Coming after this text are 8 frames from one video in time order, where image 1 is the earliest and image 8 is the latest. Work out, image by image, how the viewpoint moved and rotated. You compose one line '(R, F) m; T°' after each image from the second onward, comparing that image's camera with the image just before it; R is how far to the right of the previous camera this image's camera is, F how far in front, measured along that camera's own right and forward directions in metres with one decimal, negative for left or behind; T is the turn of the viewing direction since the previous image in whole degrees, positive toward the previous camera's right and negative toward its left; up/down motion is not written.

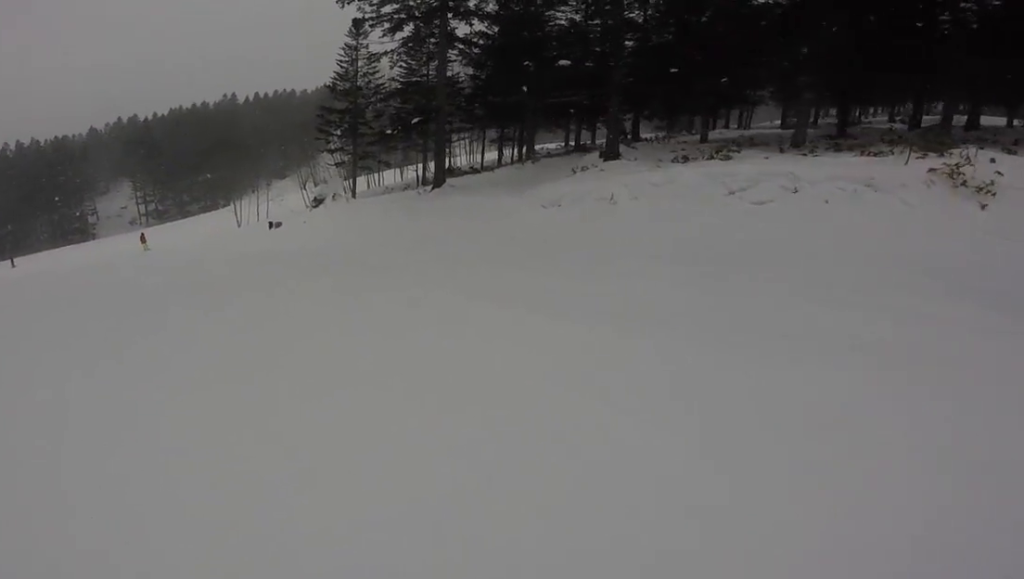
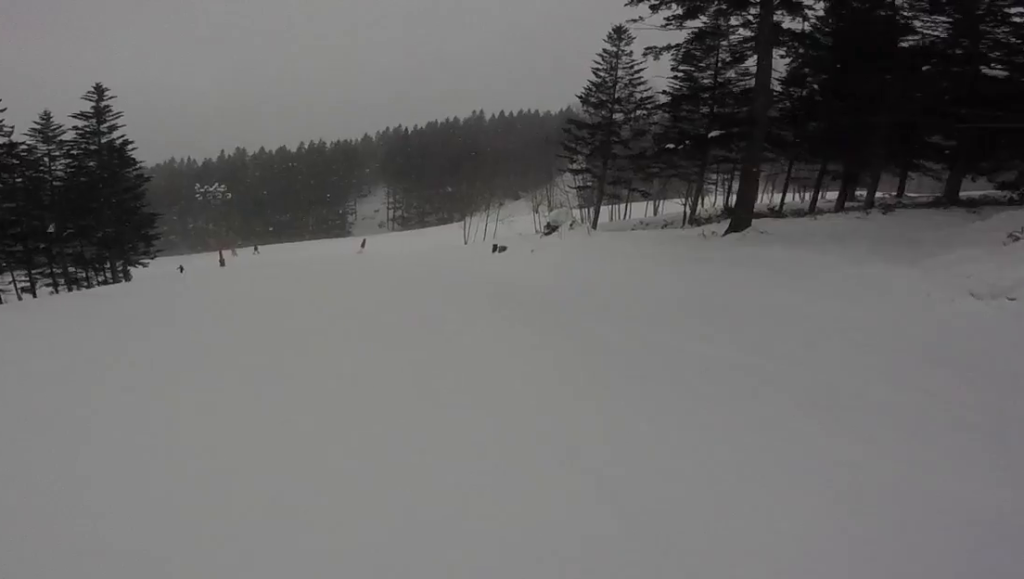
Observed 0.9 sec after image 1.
(-0.4, +3.8) m; -11°
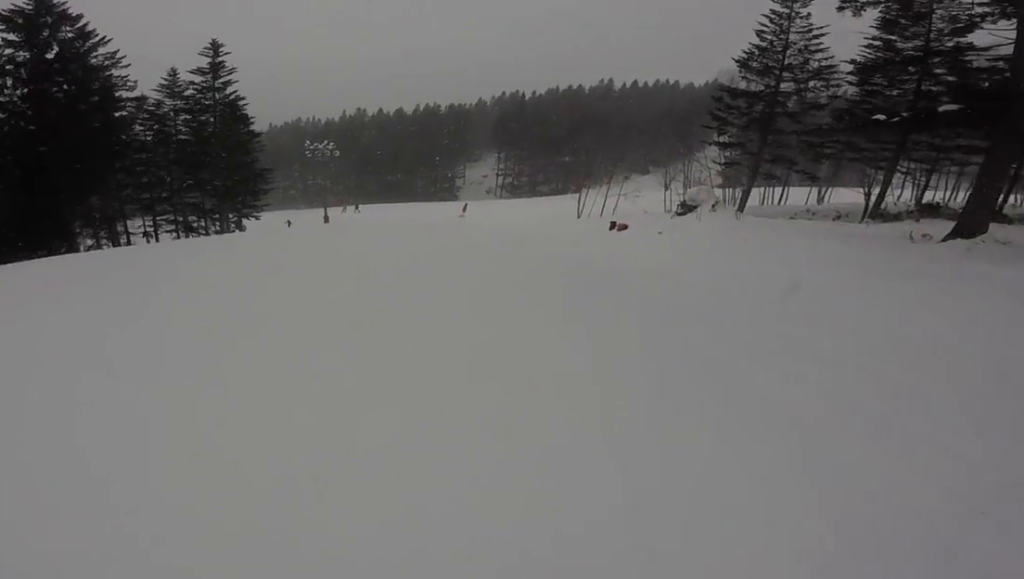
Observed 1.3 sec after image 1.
(-0.3, +2.0) m; -2°
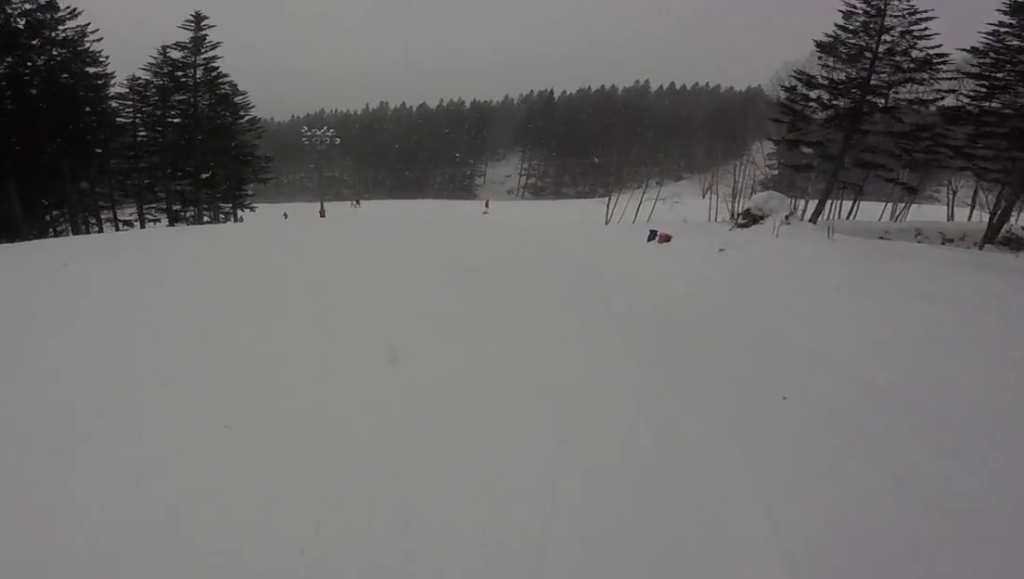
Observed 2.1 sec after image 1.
(0.0, +4.2) m; +5°
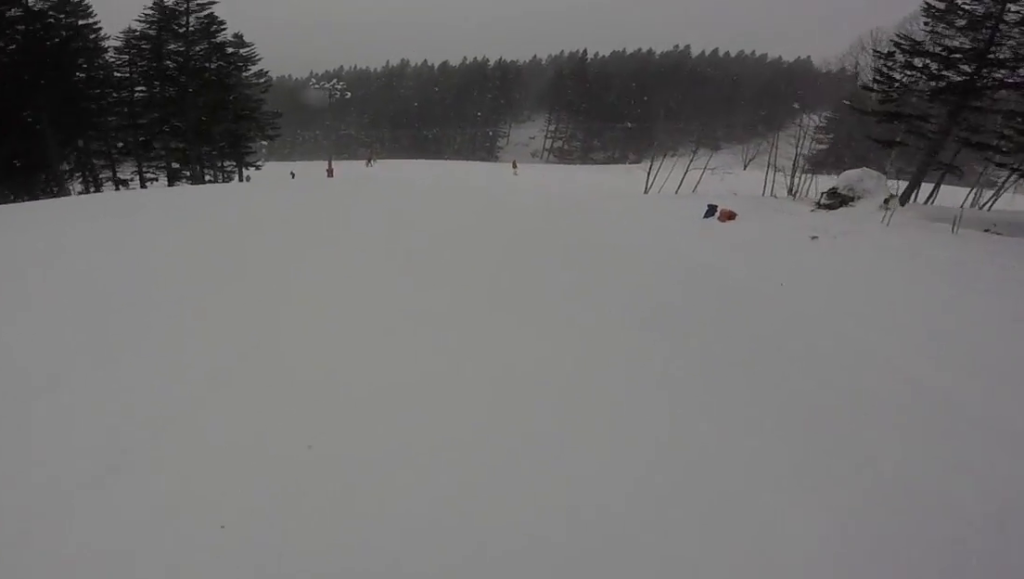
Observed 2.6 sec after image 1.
(-0.1, +2.5) m; +6°
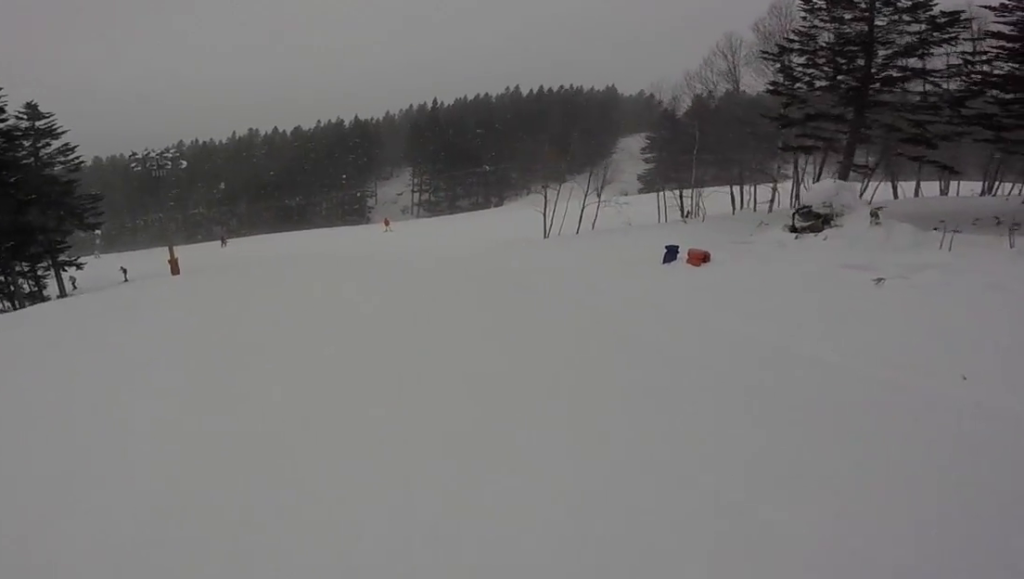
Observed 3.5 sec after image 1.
(+0.8, +4.8) m; +12°
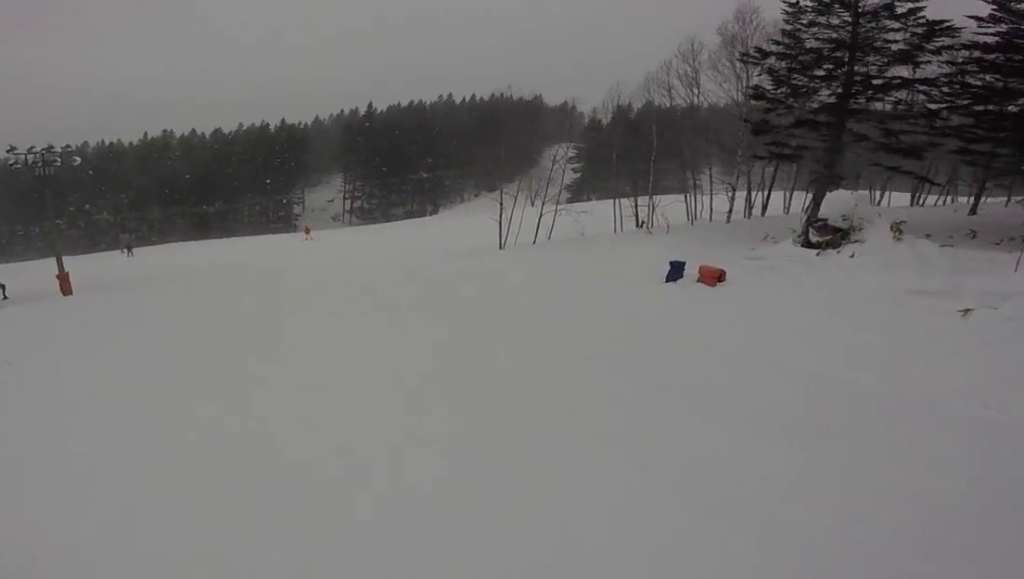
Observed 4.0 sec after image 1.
(+0.1, +2.5) m; +1°
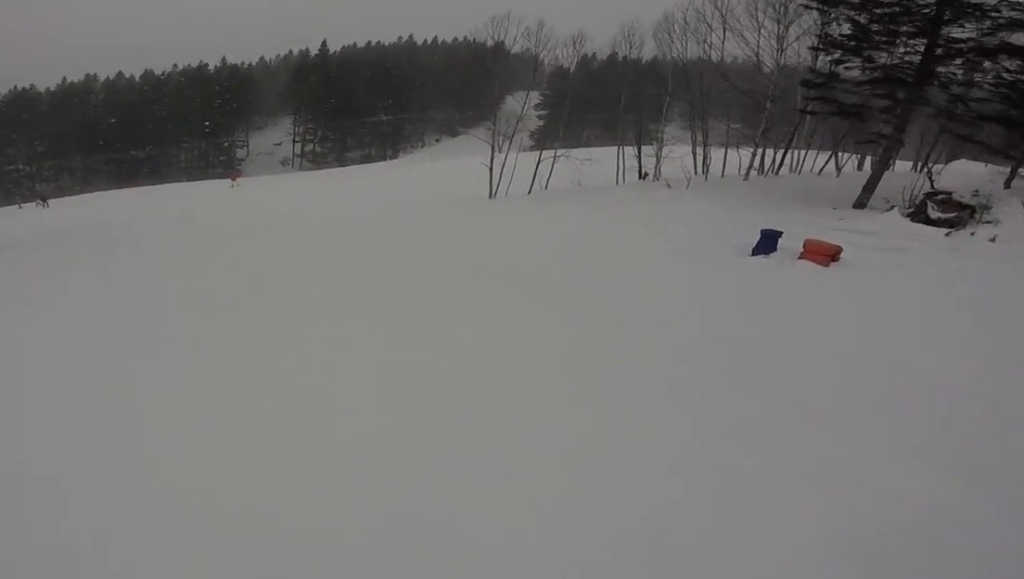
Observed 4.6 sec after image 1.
(+0.1, +2.9) m; +1°
